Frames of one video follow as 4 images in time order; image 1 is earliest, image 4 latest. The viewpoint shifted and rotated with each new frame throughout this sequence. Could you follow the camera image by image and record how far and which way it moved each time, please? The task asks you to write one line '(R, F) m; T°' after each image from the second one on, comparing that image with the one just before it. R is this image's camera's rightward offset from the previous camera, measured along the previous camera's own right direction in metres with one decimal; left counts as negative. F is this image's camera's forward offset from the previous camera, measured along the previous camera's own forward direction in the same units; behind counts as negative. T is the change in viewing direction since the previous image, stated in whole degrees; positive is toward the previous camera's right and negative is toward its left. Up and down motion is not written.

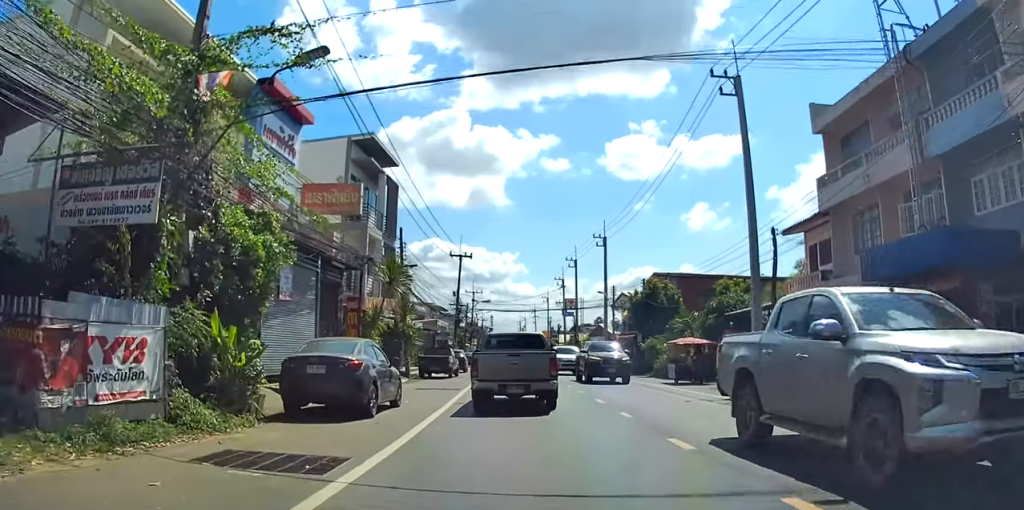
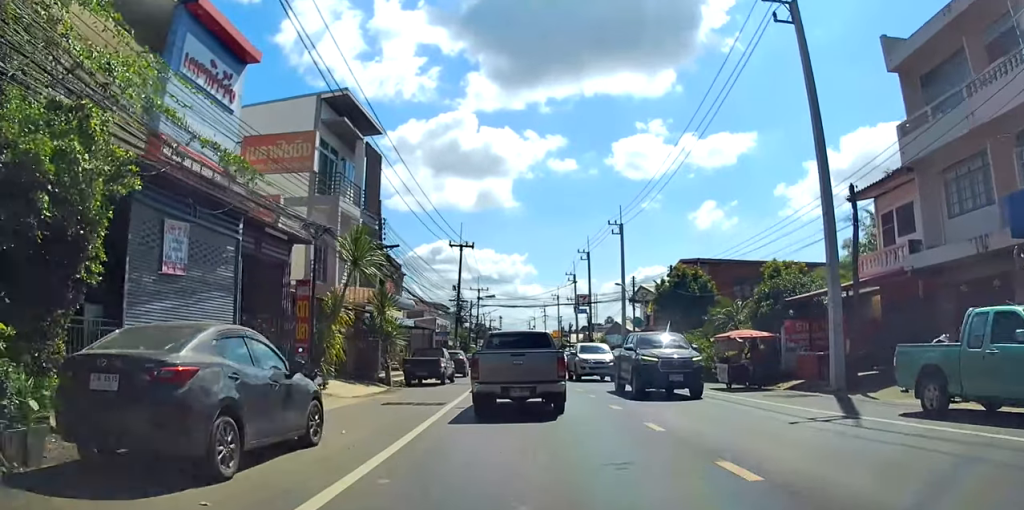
(-0.3, +6.5) m; -6°
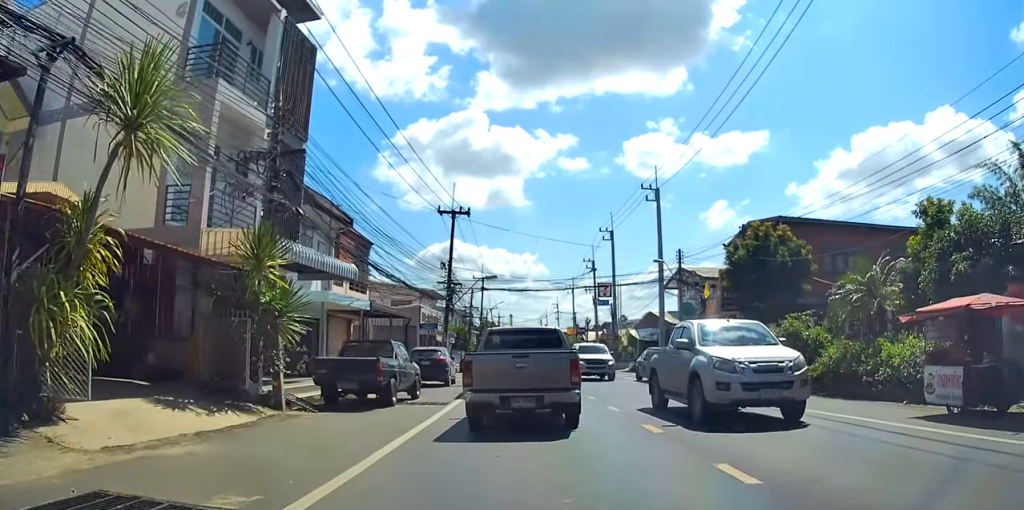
(-0.3, +12.0) m; +2°
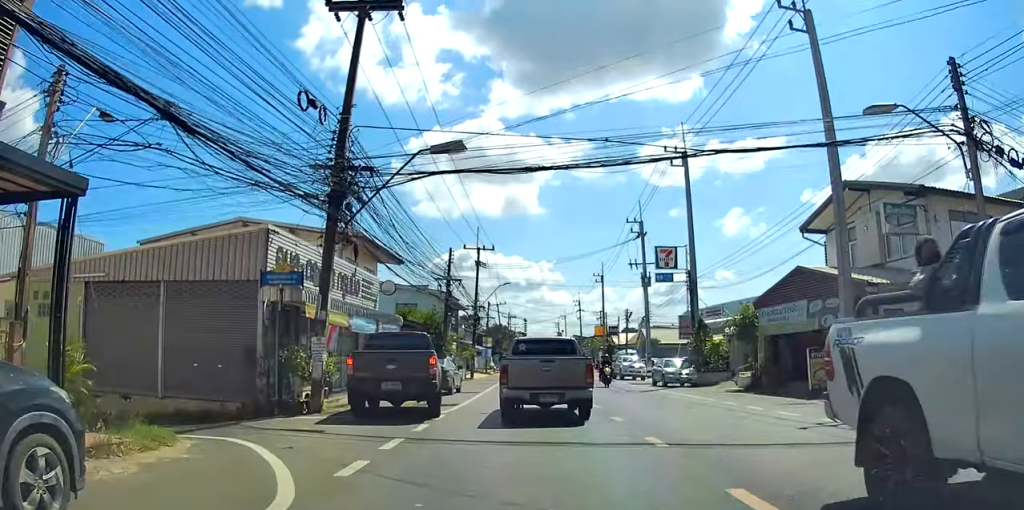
(-4.1, +27.4) m; -6°
